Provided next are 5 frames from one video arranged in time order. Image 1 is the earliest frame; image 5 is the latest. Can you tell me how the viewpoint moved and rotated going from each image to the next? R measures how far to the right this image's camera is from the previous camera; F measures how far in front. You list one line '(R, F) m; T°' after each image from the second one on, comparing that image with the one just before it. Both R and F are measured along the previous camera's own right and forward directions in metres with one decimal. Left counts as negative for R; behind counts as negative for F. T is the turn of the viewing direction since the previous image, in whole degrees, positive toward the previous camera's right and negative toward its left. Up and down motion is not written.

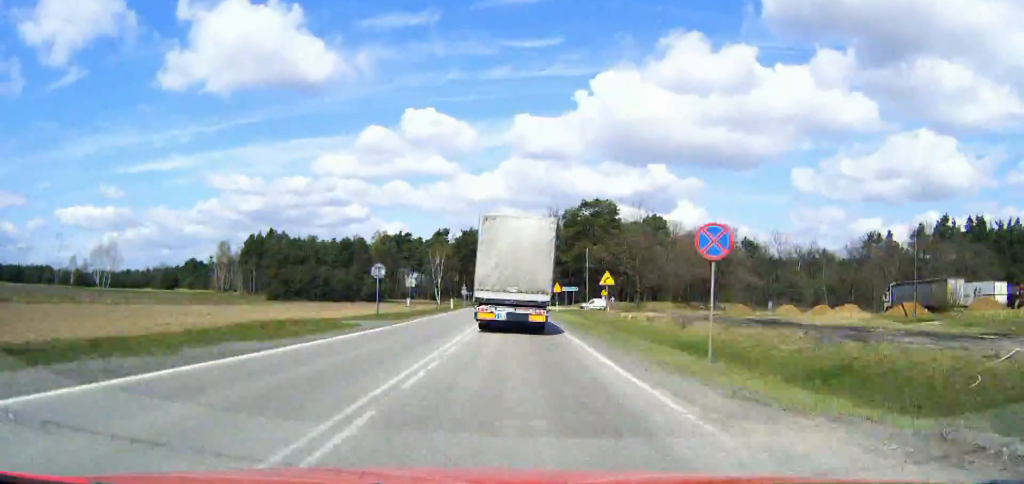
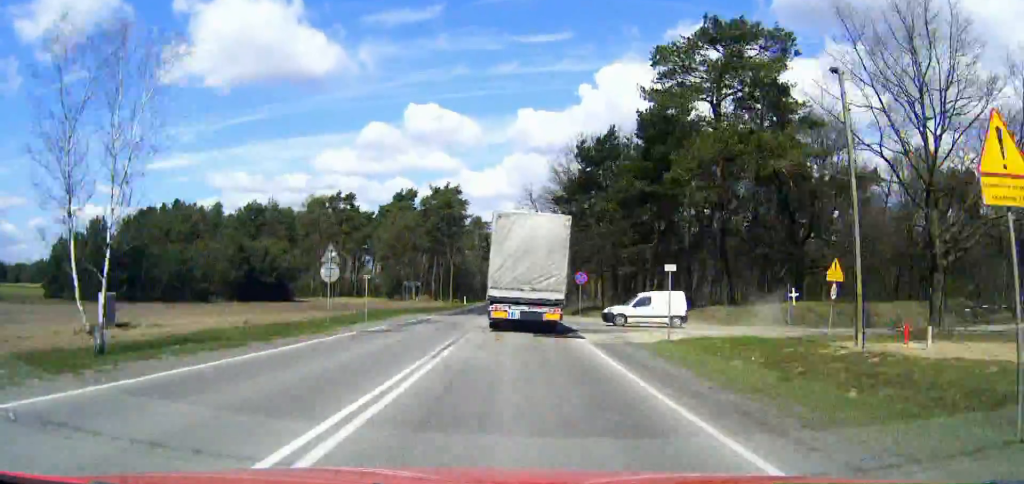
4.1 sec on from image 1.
(-0.1, +81.1) m; 0°
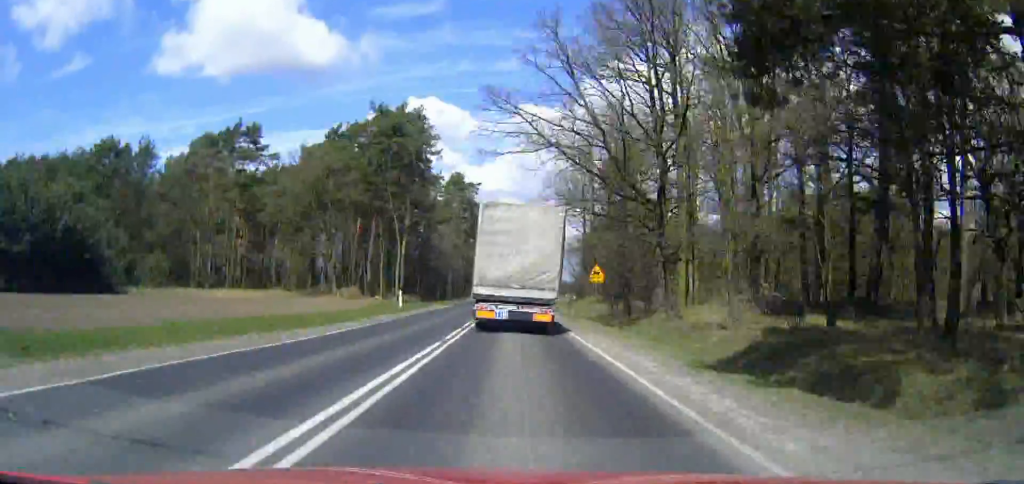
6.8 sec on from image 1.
(+0.2, +54.0) m; +1°
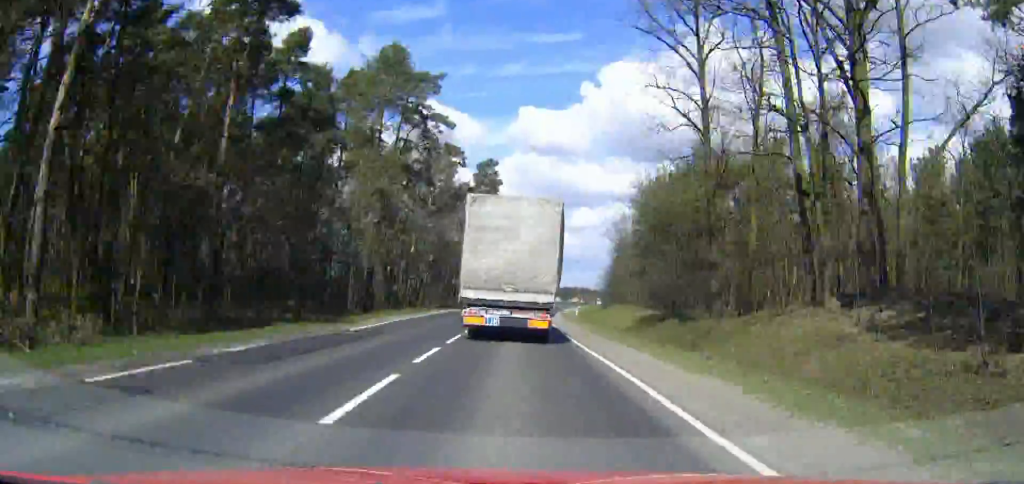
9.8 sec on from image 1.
(+0.4, +60.4) m; +2°
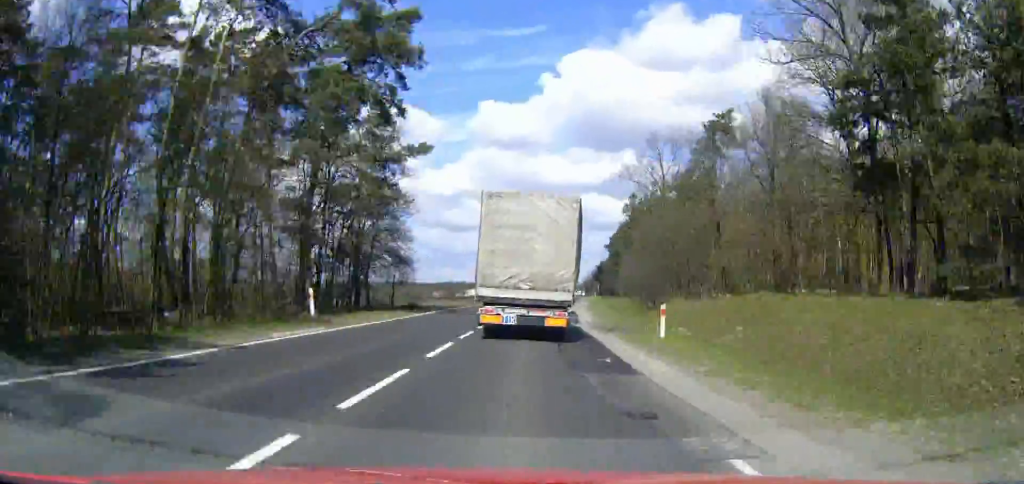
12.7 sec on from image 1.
(+1.6, +58.5) m; +4°
